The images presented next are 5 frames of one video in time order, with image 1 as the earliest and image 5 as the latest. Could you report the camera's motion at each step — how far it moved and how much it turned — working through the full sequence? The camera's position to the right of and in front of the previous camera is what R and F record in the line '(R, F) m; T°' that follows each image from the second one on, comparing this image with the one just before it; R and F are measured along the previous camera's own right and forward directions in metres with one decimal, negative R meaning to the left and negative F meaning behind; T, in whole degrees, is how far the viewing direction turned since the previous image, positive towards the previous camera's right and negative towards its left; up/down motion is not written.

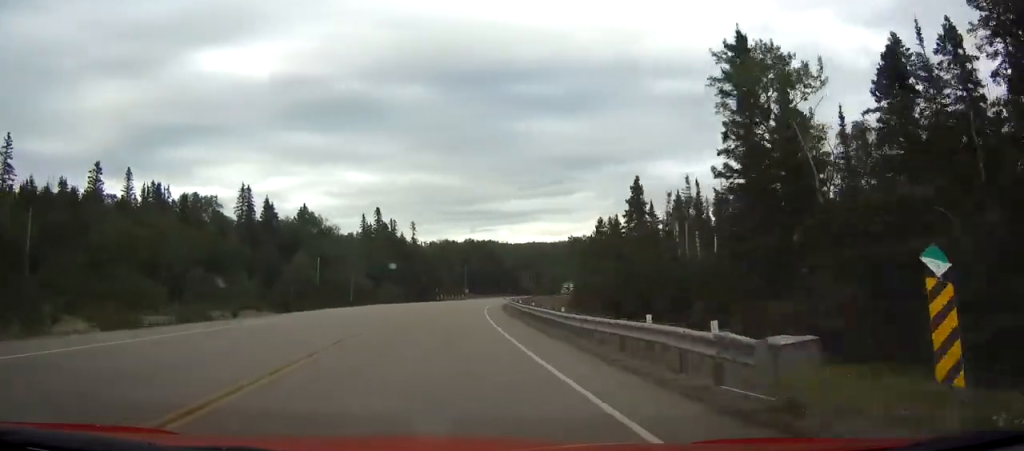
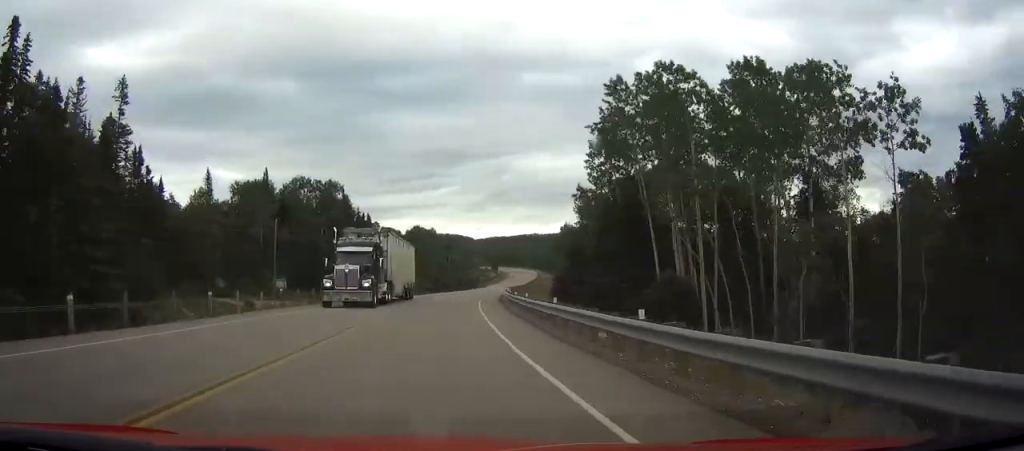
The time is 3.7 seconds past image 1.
(+1.2, +114.9) m; +7°
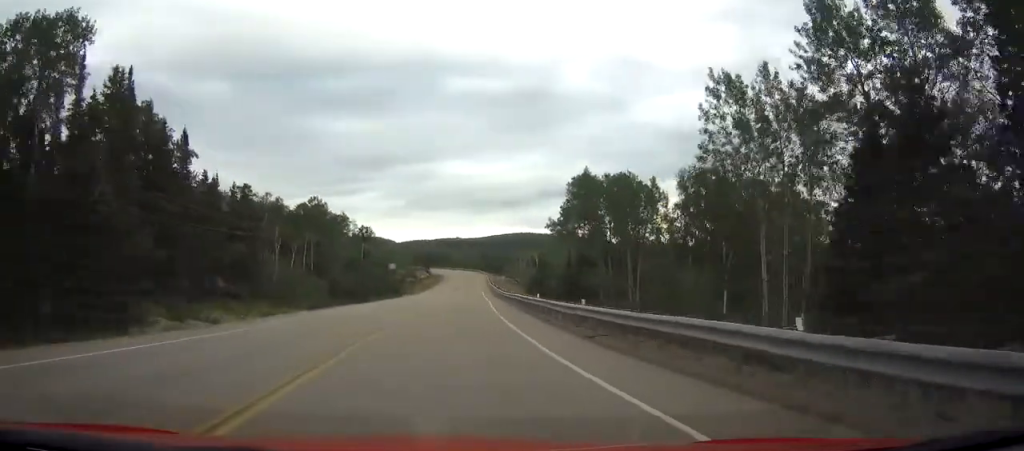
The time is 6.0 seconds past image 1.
(+8.5, +69.9) m; +10°
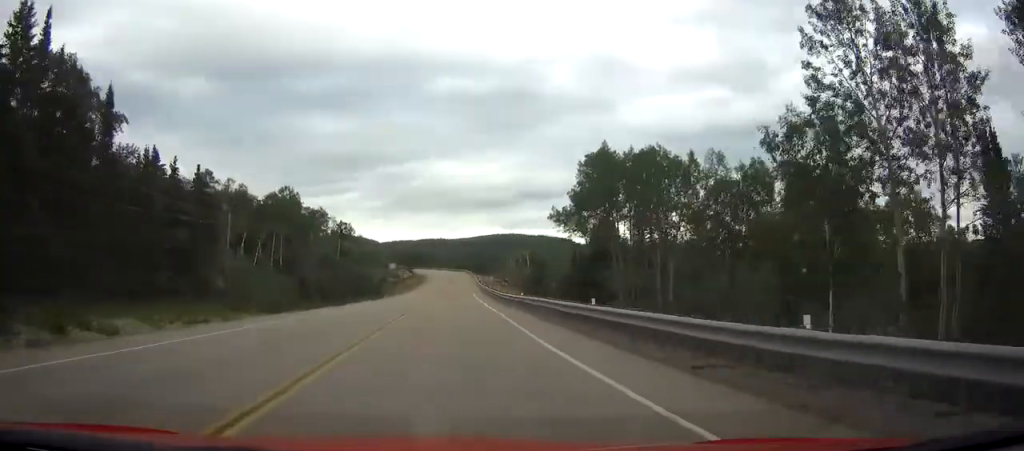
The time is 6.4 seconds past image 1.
(0.0, +13.5) m; +1°
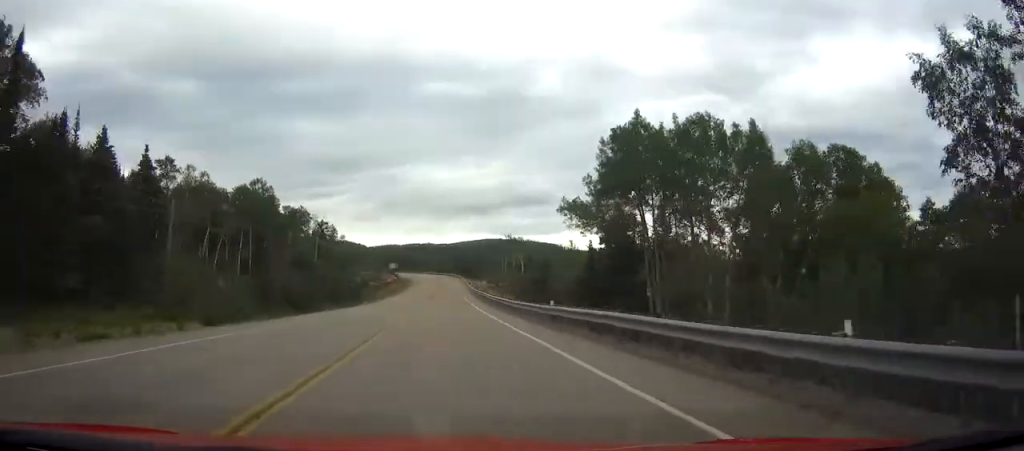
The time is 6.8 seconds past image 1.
(+0.2, +12.4) m; +1°
